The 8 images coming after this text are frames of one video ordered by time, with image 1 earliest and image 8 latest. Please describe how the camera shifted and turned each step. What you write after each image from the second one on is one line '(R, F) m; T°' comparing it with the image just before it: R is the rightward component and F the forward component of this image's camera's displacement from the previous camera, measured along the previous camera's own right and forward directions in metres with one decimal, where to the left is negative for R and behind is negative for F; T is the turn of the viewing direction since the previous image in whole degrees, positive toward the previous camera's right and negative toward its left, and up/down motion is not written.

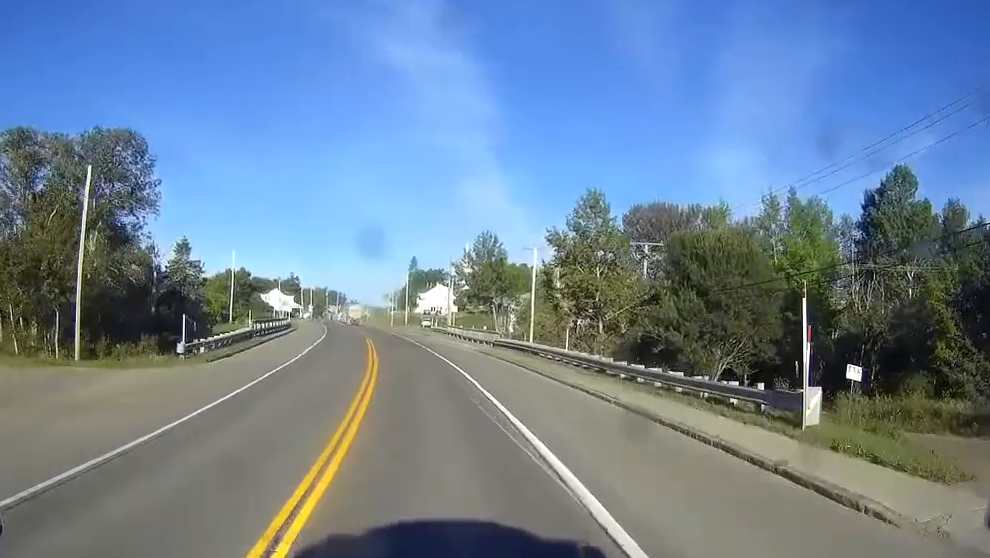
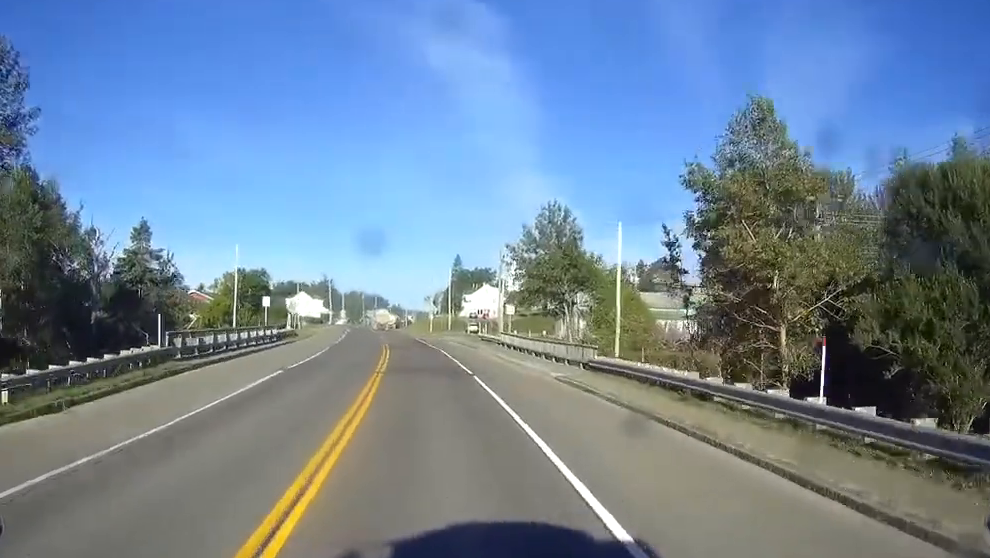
(-0.8, +23.4) m; -4°
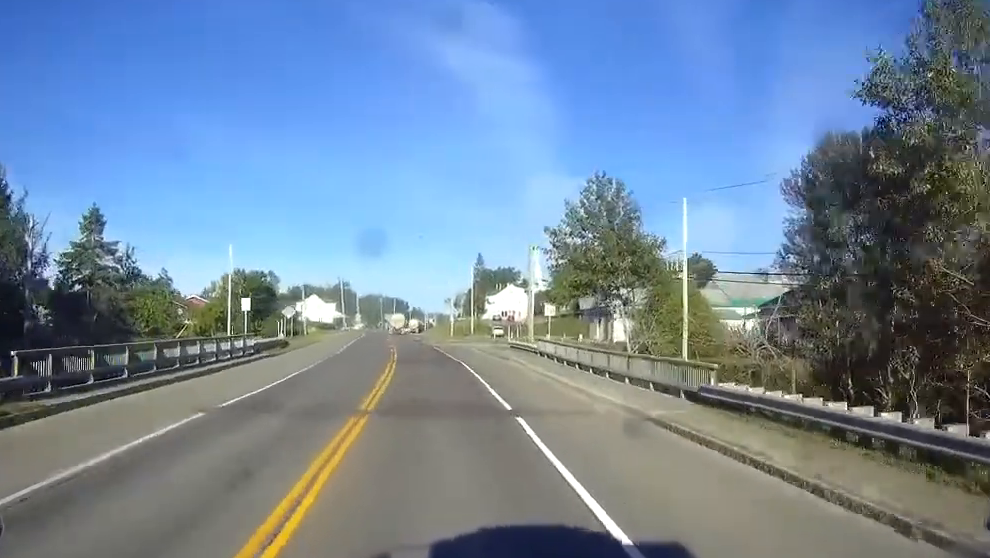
(-0.4, +12.9) m; -1°
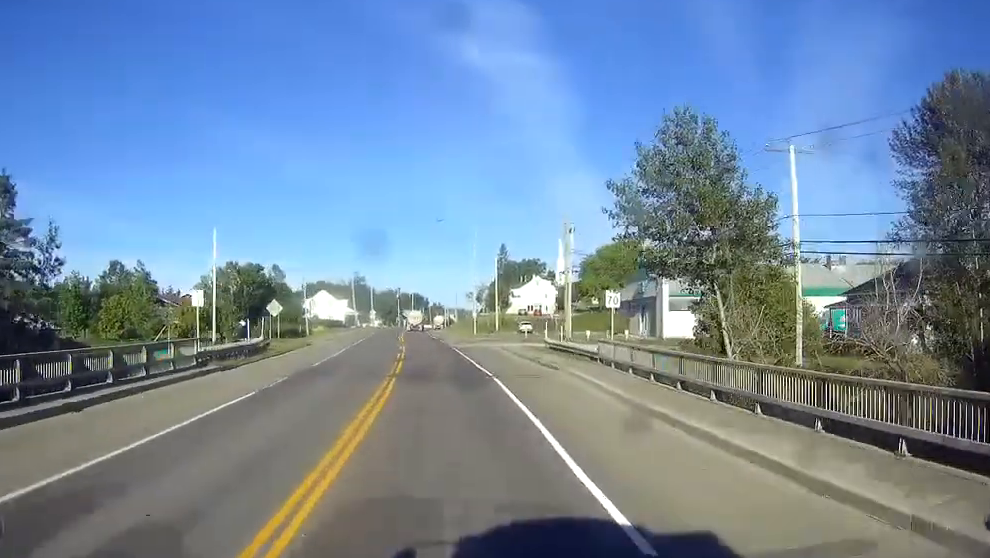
(-0.2, +14.2) m; -1°
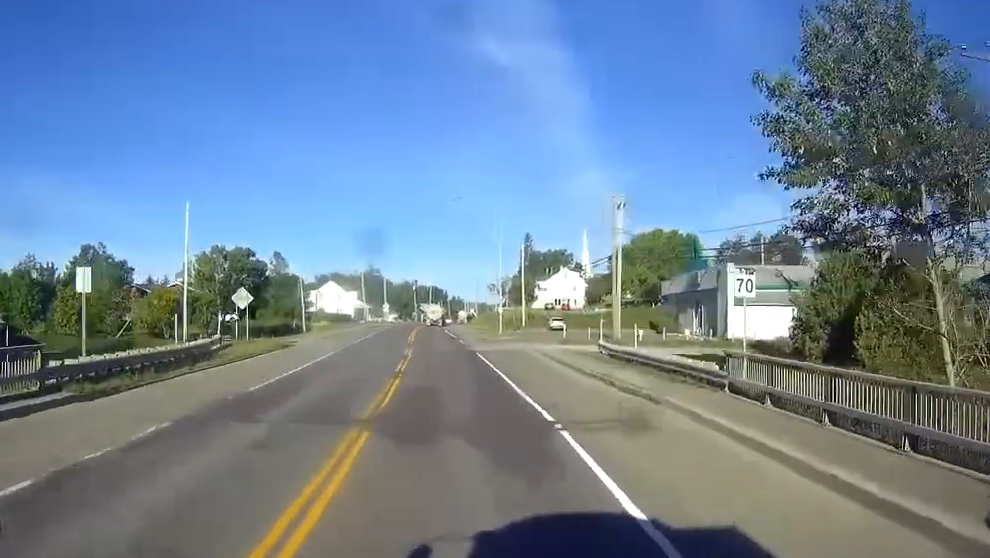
(+0.1, +14.8) m; -1°
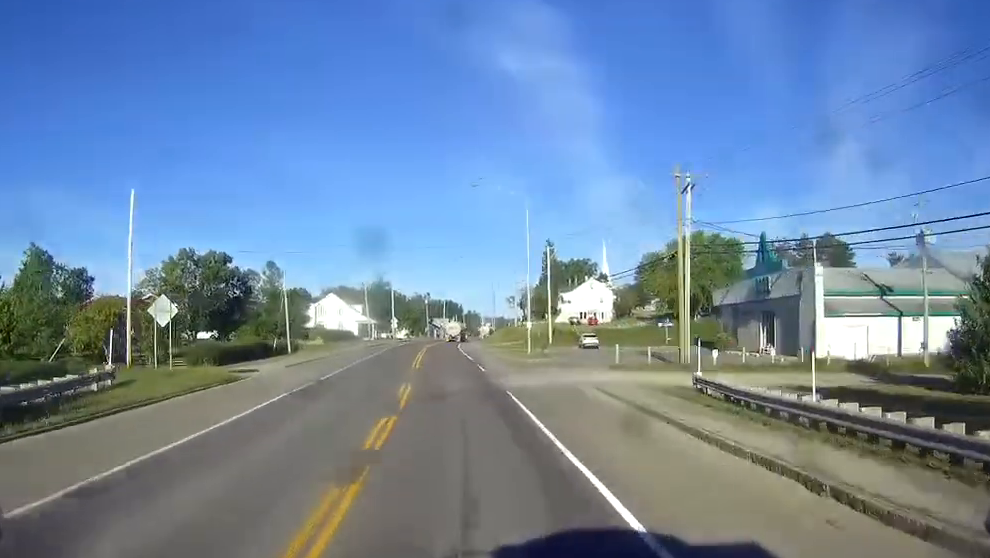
(-0.4, +15.4) m; -1°
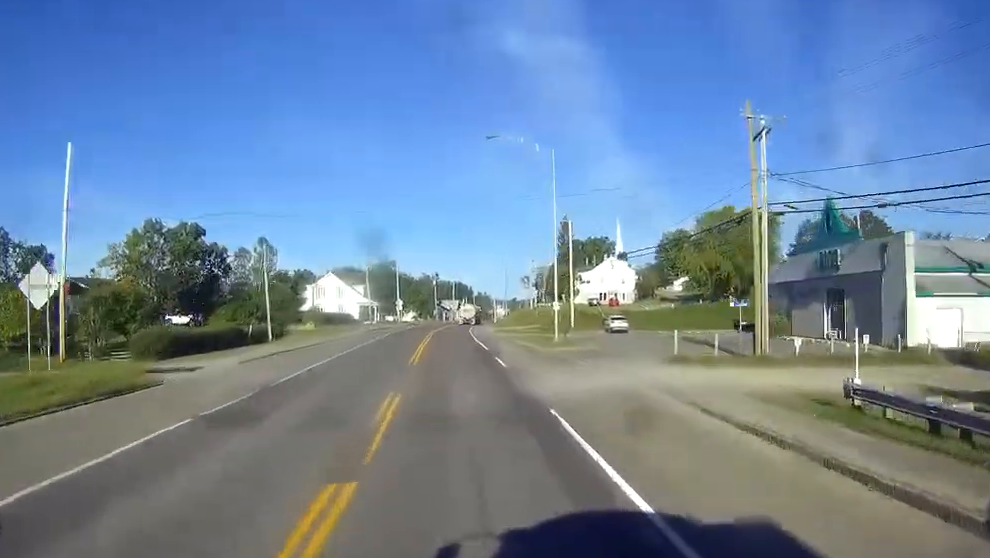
(-0.1, +11.1) m; 0°
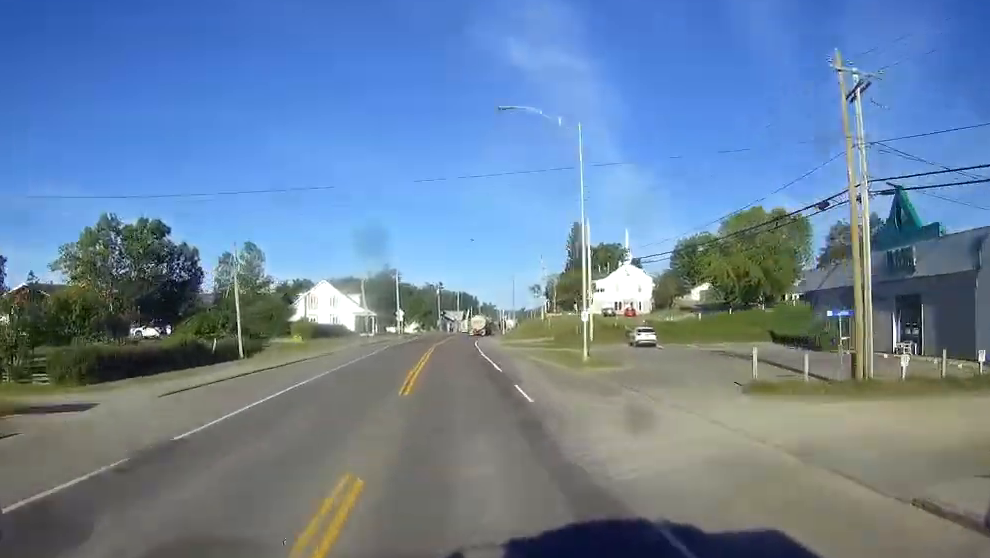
(0.0, +9.7) m; 0°
